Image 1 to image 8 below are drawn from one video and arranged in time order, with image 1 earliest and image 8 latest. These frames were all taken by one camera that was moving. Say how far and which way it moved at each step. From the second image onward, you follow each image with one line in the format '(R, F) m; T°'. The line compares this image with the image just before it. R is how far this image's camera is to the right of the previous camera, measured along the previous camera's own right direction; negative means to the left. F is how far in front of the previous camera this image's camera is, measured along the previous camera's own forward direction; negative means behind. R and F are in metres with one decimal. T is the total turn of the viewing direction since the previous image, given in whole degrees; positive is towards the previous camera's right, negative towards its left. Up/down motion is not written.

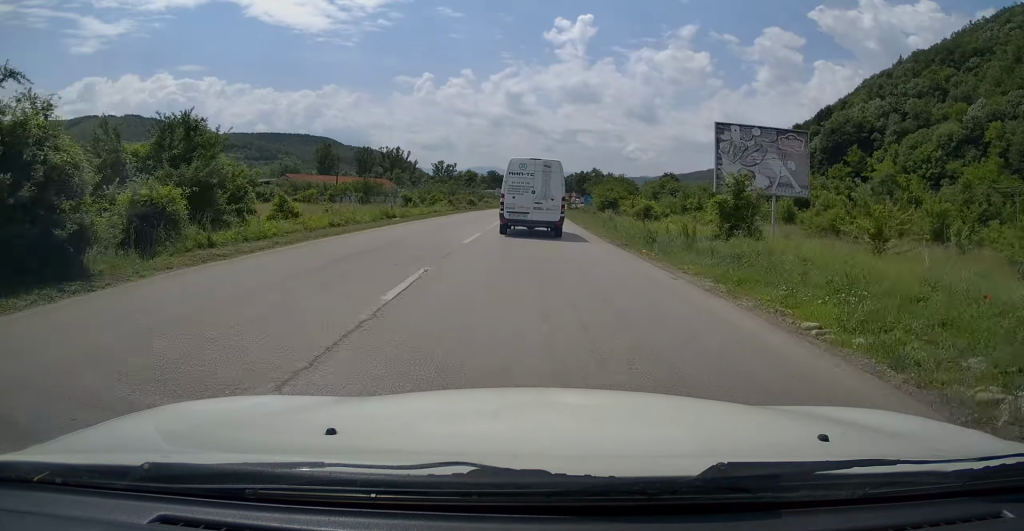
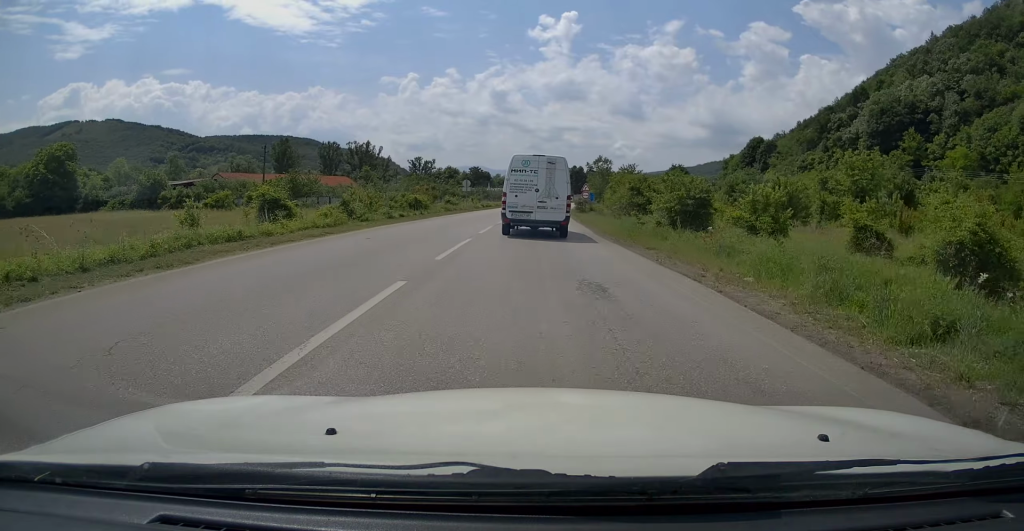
(-0.1, +31.5) m; 0°
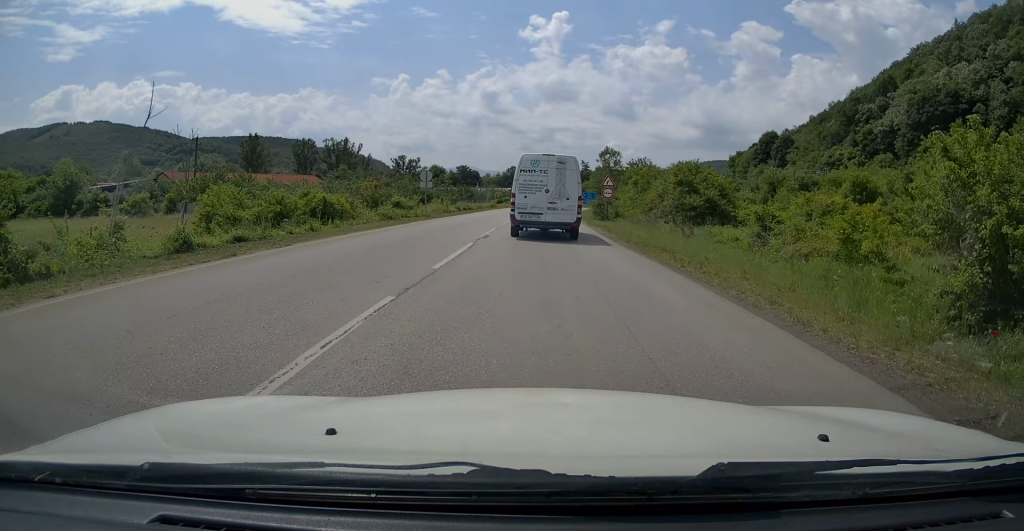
(+0.2, +19.3) m; +1°
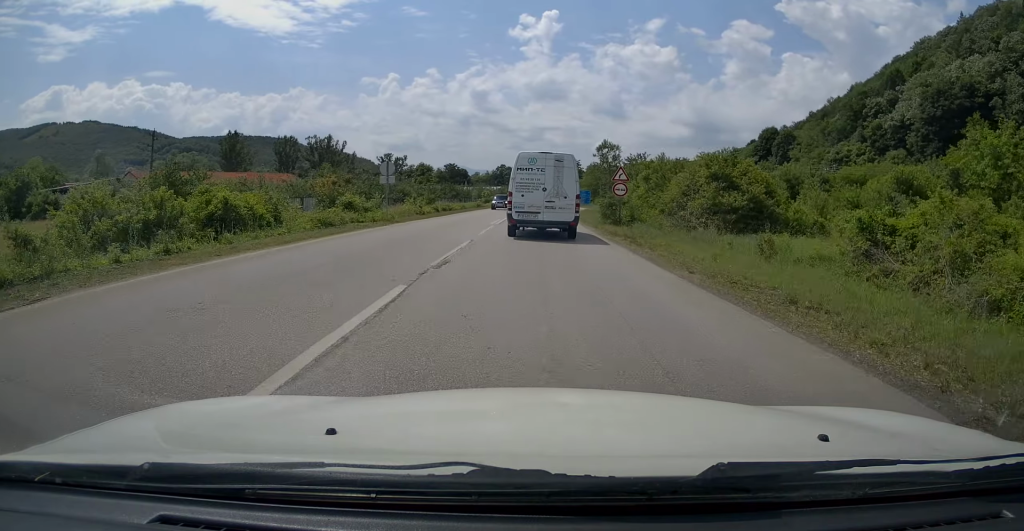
(0.0, +8.2) m; +1°
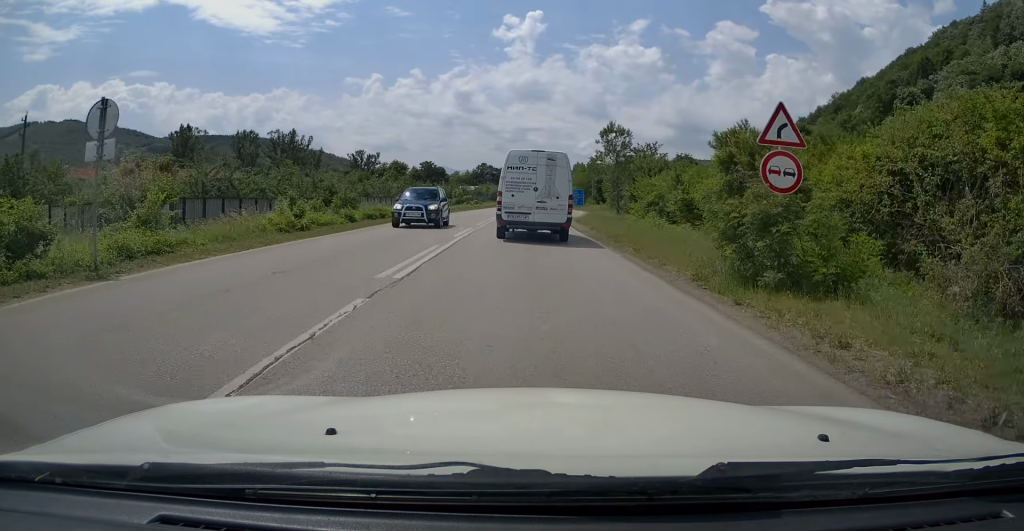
(+0.3, +19.6) m; +1°
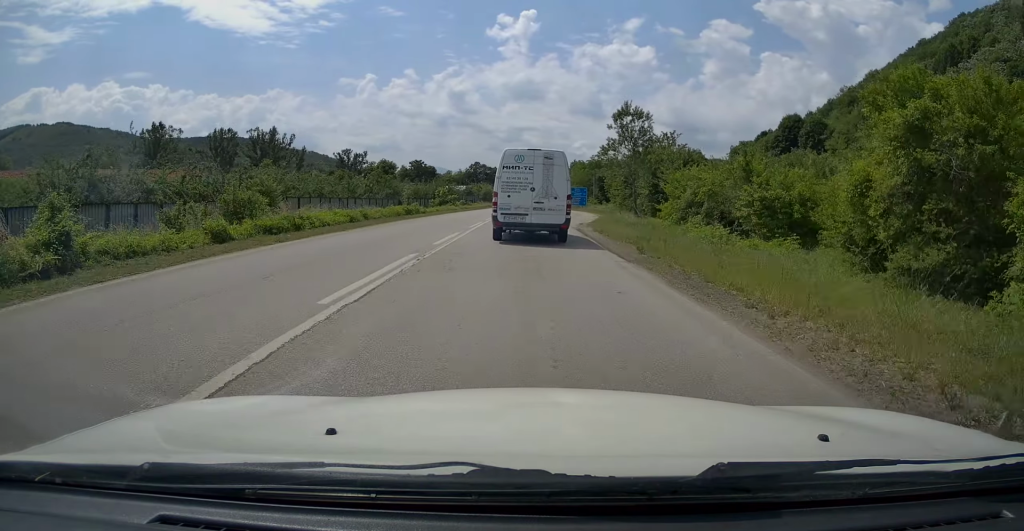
(-0.1, +11.8) m; 0°
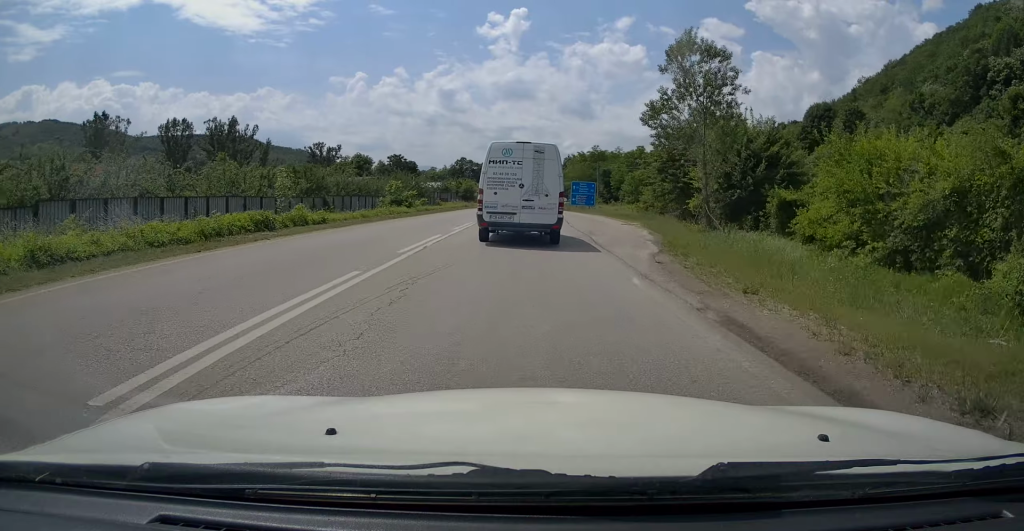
(+0.2, +21.5) m; +1°
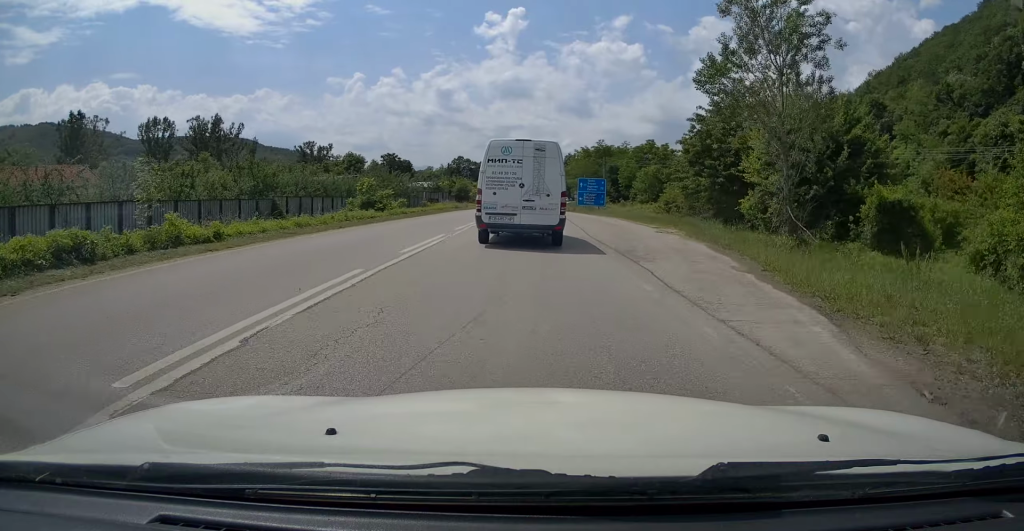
(0.0, +9.0) m; 0°
